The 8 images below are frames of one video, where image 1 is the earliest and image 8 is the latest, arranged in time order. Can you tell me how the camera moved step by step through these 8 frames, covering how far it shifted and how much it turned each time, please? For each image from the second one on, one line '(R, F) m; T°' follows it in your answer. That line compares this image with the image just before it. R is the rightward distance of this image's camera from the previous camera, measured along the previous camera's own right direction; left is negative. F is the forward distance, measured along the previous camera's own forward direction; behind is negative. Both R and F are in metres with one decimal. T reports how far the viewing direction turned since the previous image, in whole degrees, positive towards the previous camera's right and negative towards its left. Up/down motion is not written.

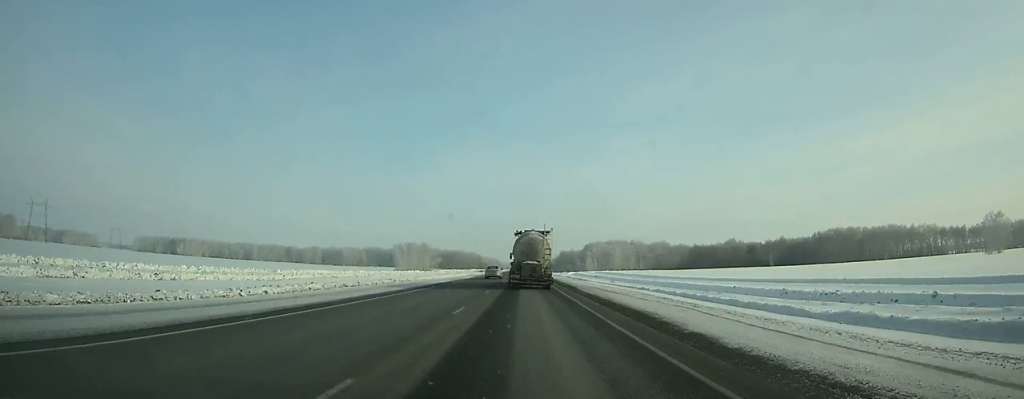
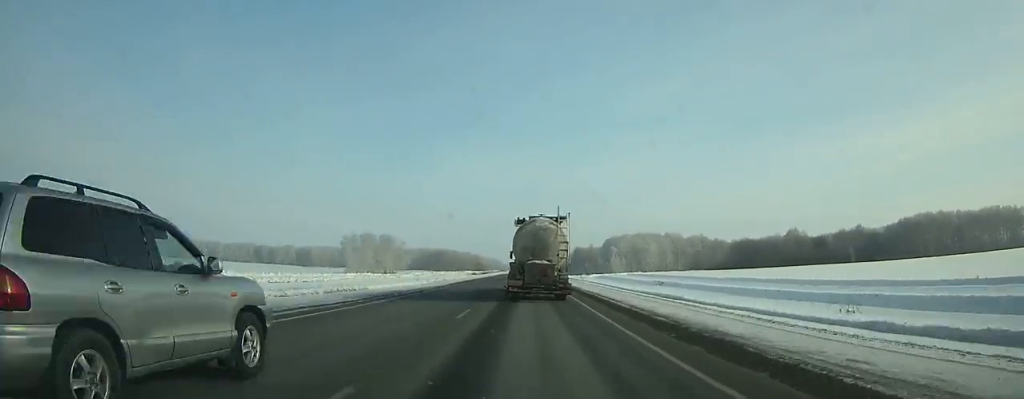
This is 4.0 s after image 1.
(-0.7, +99.6) m; -1°
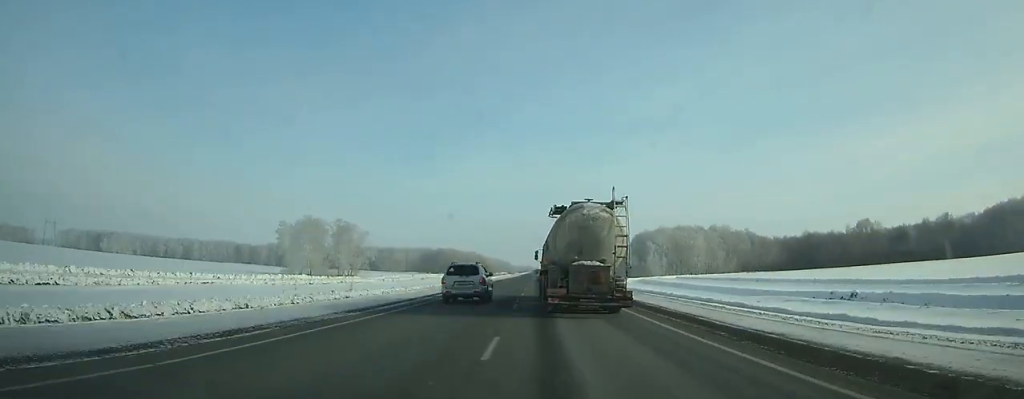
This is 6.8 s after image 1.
(-0.5, +71.1) m; 0°
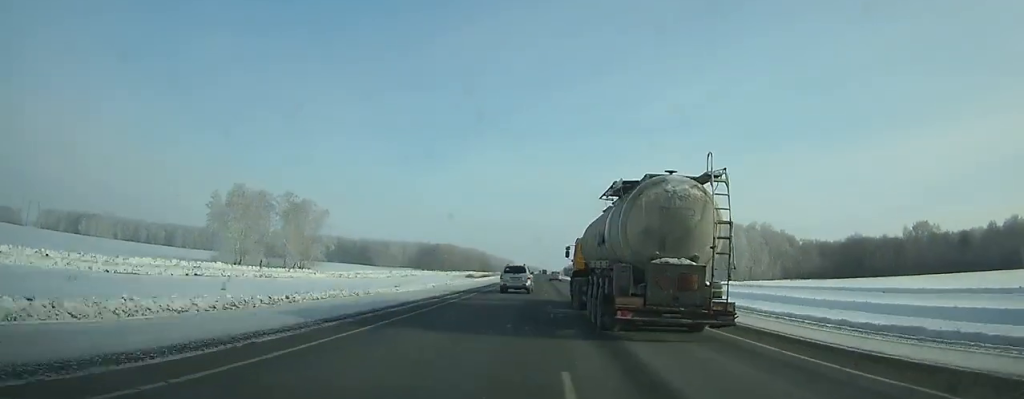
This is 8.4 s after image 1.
(-0.1, +41.8) m; 0°
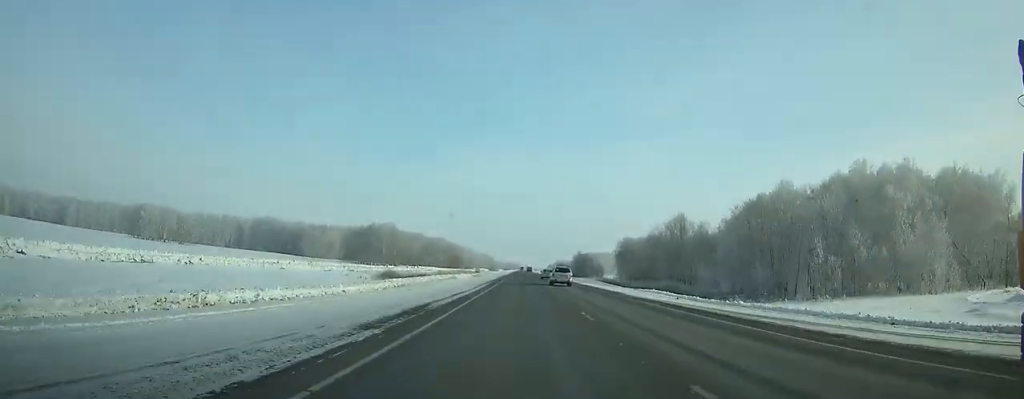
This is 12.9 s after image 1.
(+1.8, +122.6) m; +2°
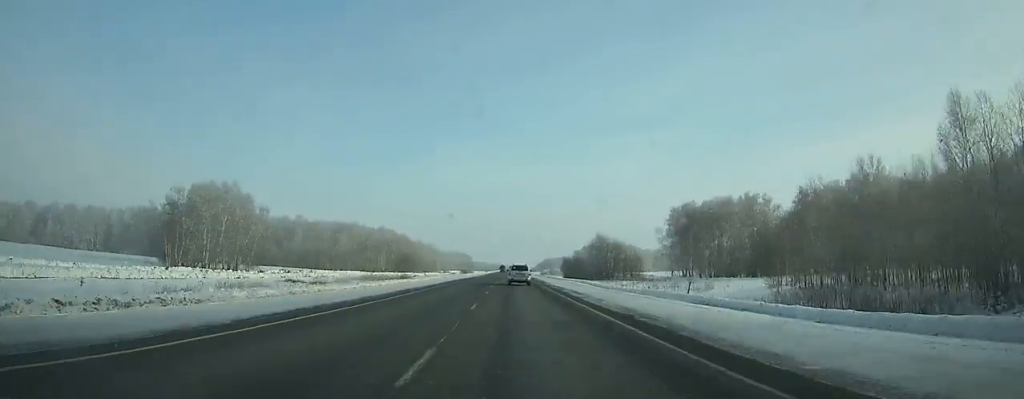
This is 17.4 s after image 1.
(+0.6, +126.4) m; 0°
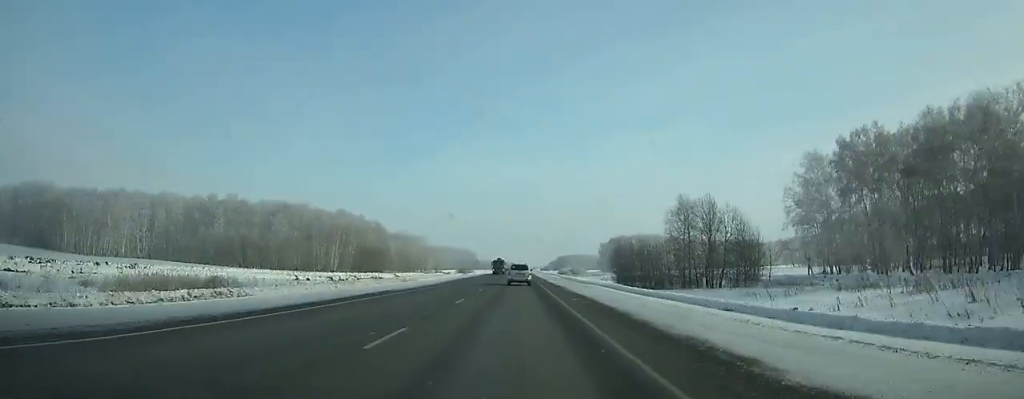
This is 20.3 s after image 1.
(-0.6, +81.2) m; 0°
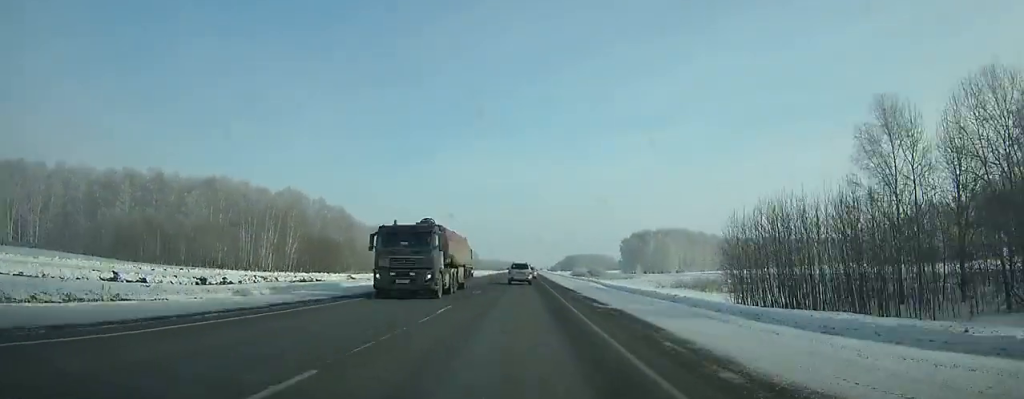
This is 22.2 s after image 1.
(-0.1, +52.5) m; 0°
